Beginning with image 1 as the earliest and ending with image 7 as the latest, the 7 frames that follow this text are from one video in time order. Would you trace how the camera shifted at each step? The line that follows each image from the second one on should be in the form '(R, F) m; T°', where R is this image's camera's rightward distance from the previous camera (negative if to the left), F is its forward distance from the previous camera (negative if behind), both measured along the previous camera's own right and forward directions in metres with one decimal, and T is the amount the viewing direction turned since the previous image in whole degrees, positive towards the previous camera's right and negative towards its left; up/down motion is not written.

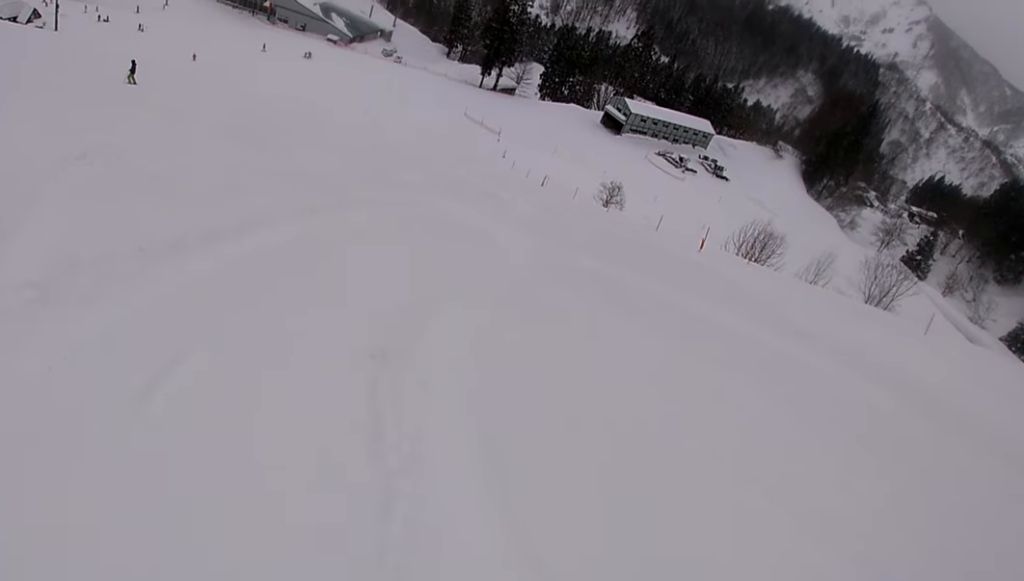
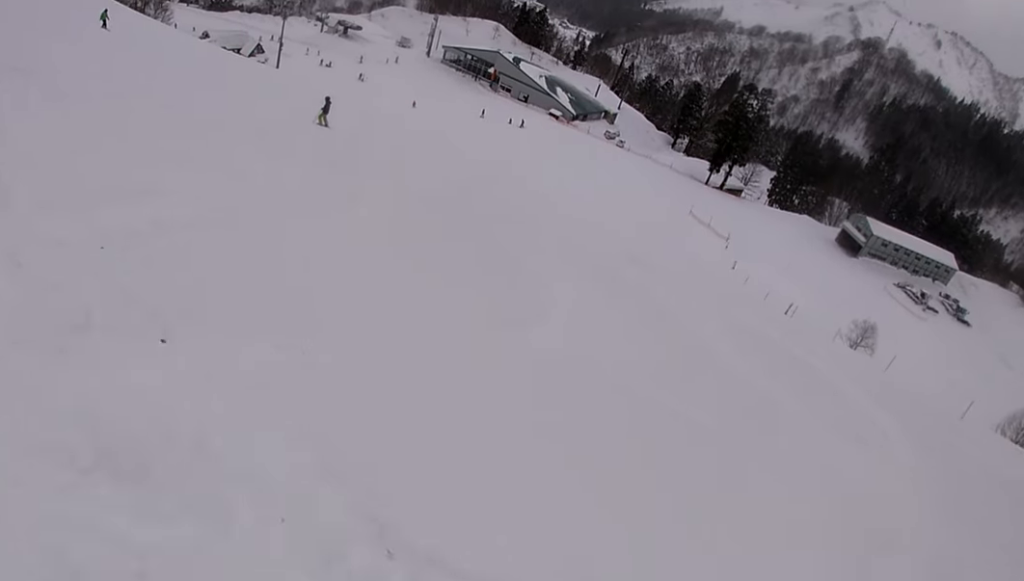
(-1.1, +8.8) m; -19°
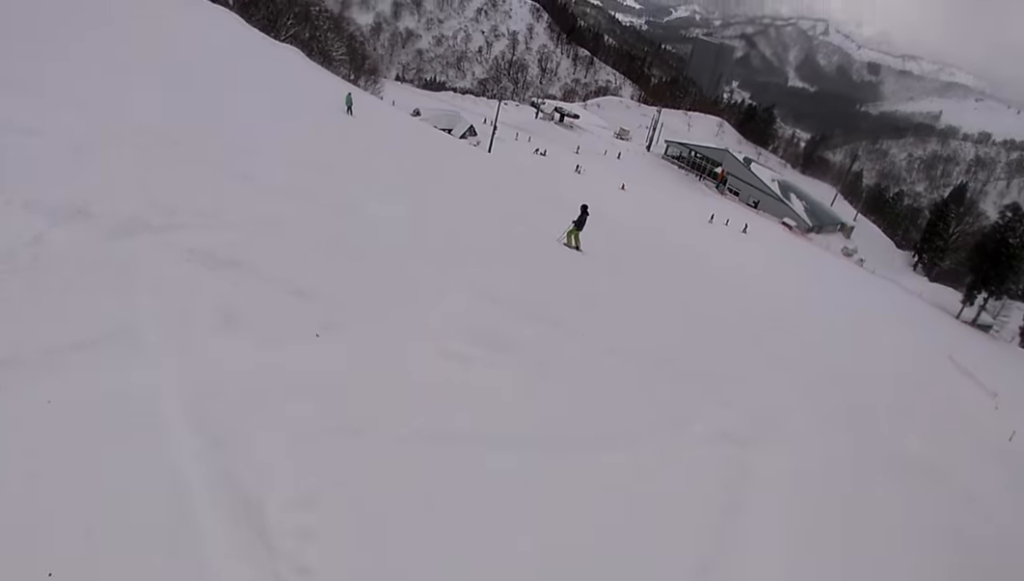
(-3.1, +10.5) m; -24°
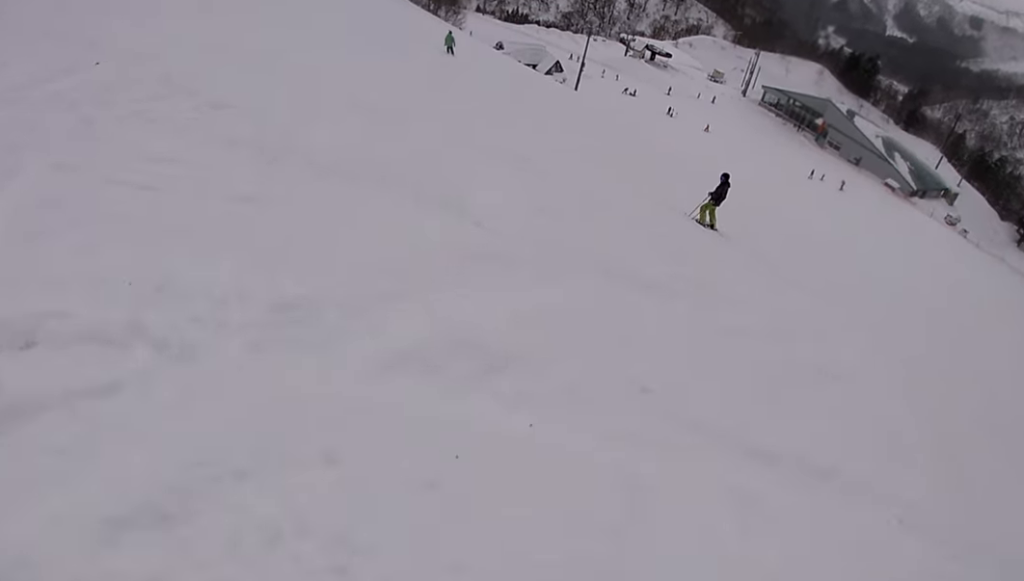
(-0.3, +3.8) m; -1°
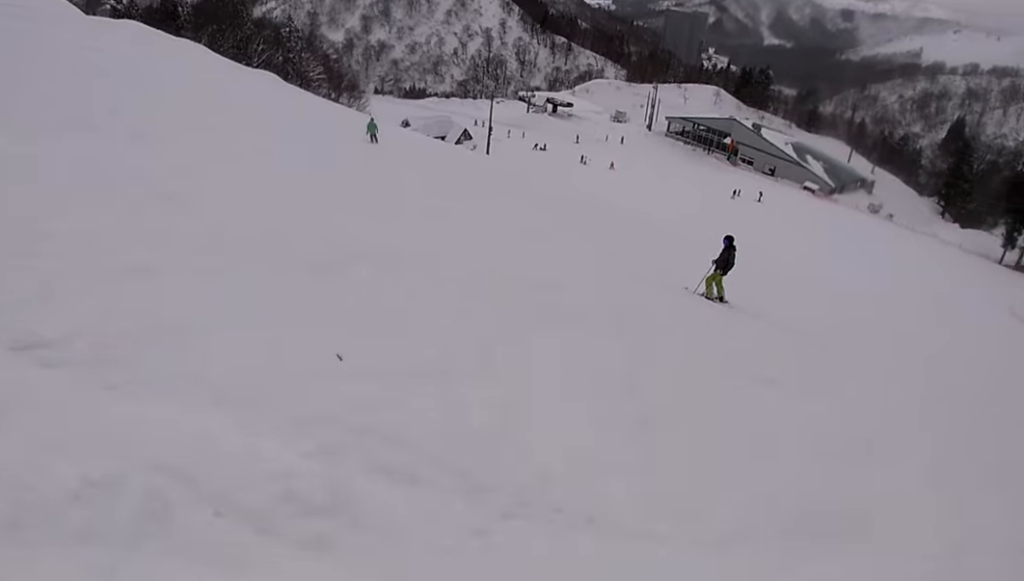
(+0.1, +3.8) m; +3°
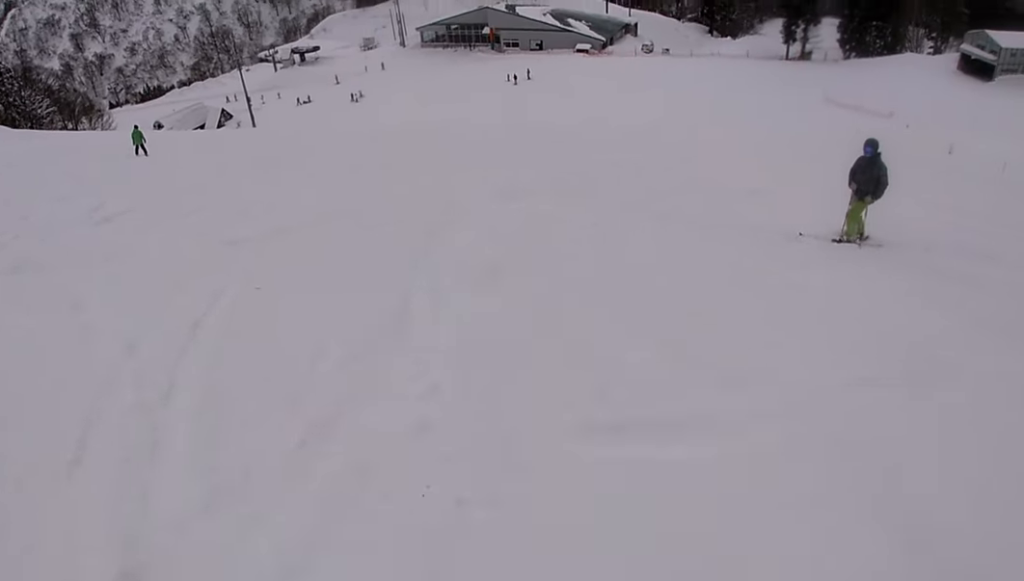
(+1.0, +9.4) m; +22°
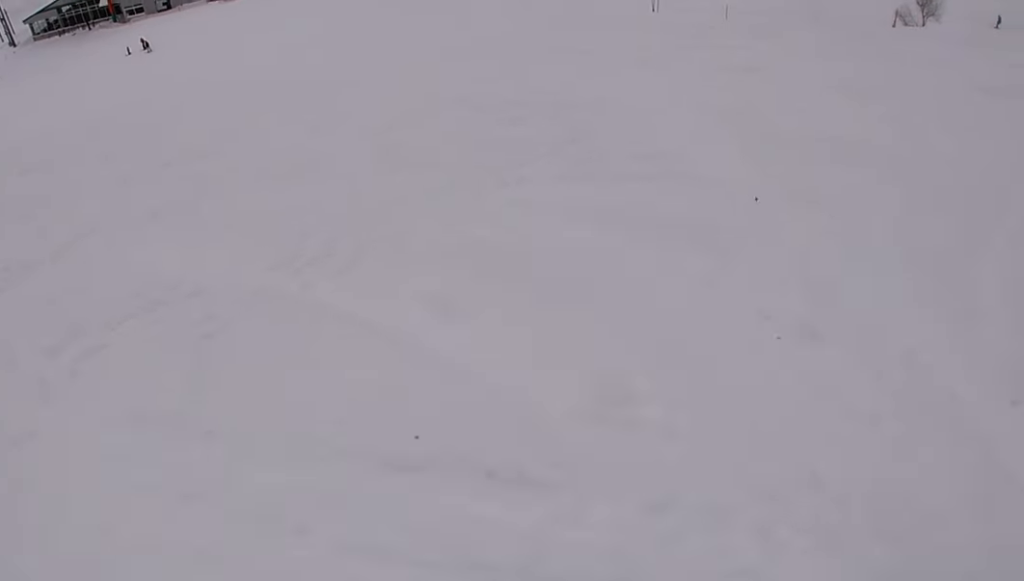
(+4.5, +11.5) m; +30°
